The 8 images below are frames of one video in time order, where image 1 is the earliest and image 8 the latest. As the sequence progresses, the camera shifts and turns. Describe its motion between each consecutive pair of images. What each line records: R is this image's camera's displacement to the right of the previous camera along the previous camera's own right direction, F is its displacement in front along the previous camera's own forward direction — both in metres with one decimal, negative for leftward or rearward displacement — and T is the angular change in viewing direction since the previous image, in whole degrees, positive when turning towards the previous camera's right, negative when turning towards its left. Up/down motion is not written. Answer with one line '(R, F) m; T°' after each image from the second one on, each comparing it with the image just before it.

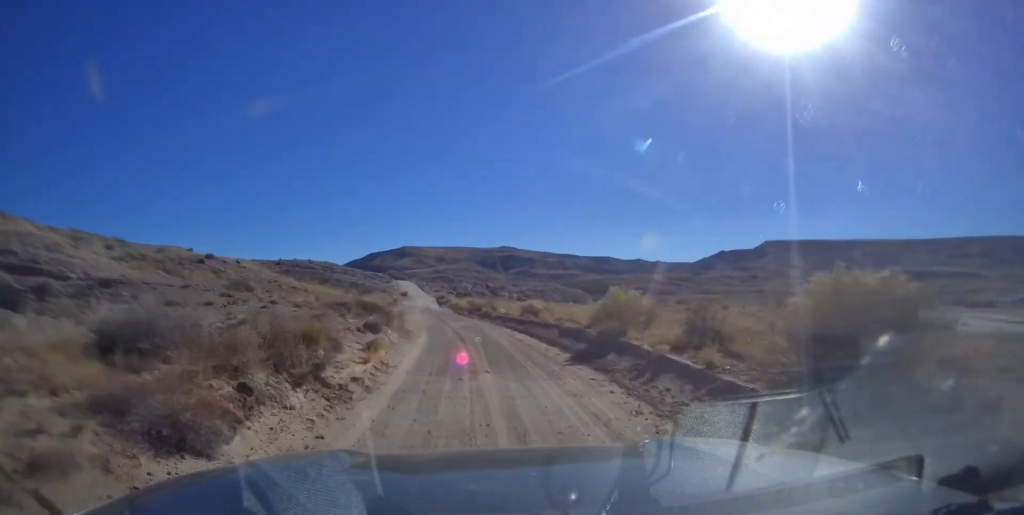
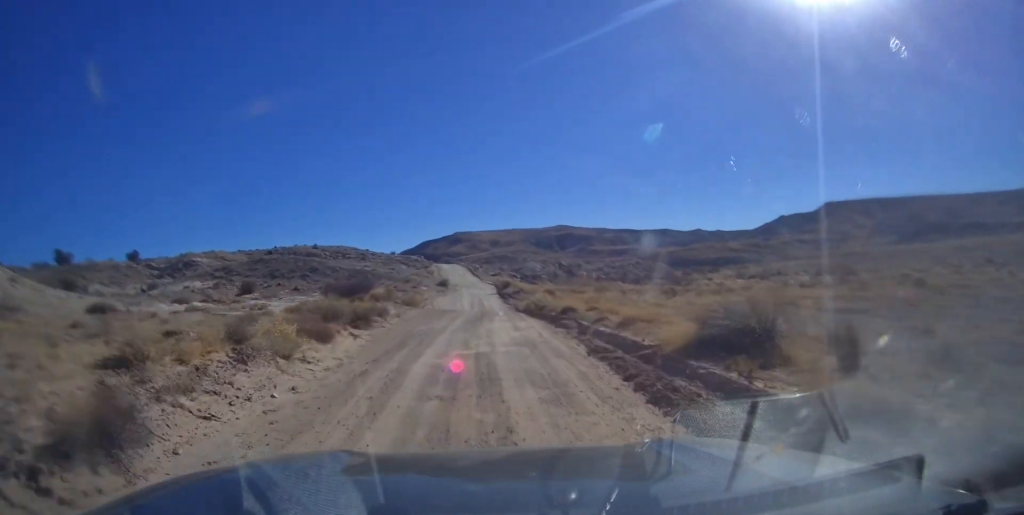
(-0.4, +42.3) m; -1°
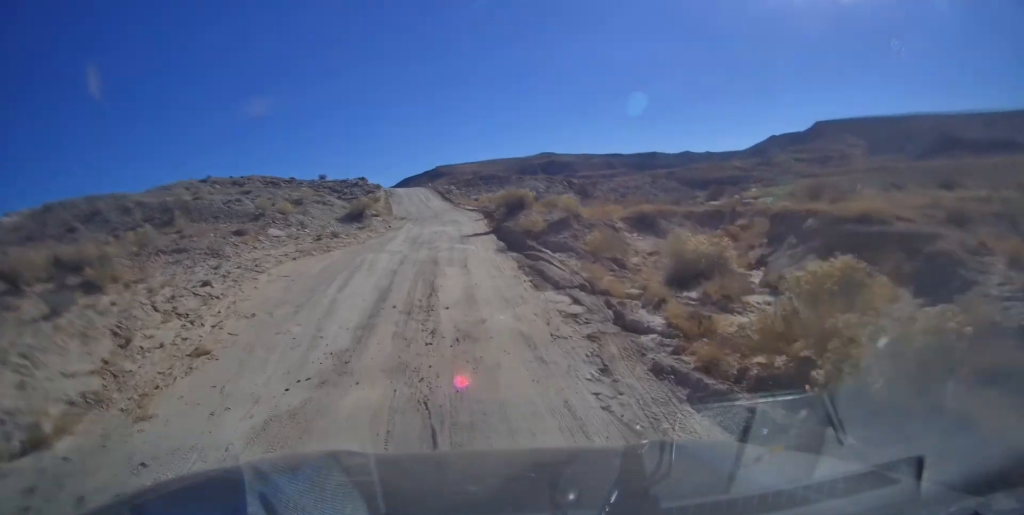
(-0.2, +43.6) m; -1°
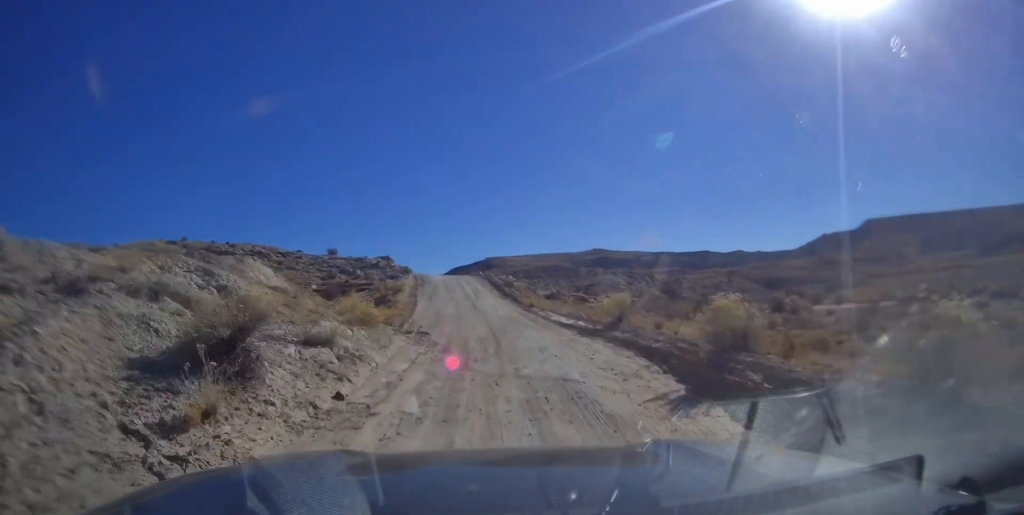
(-0.6, +25.5) m; -1°
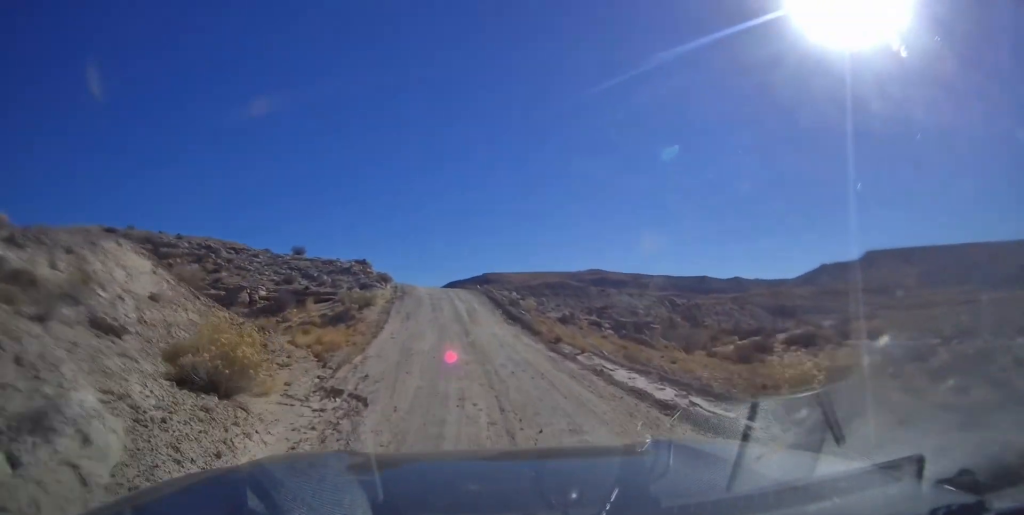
(+0.1, +9.9) m; 0°
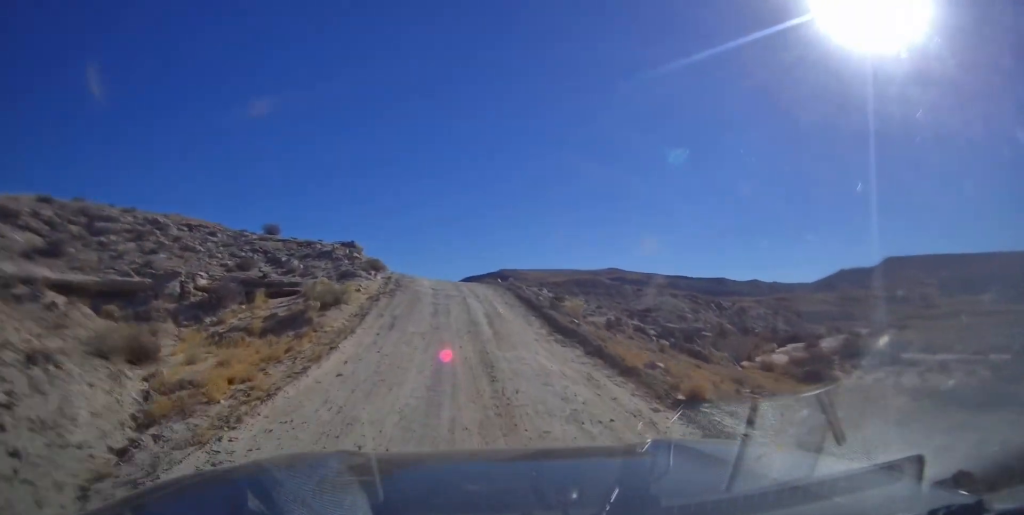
(+0.2, +9.8) m; 0°
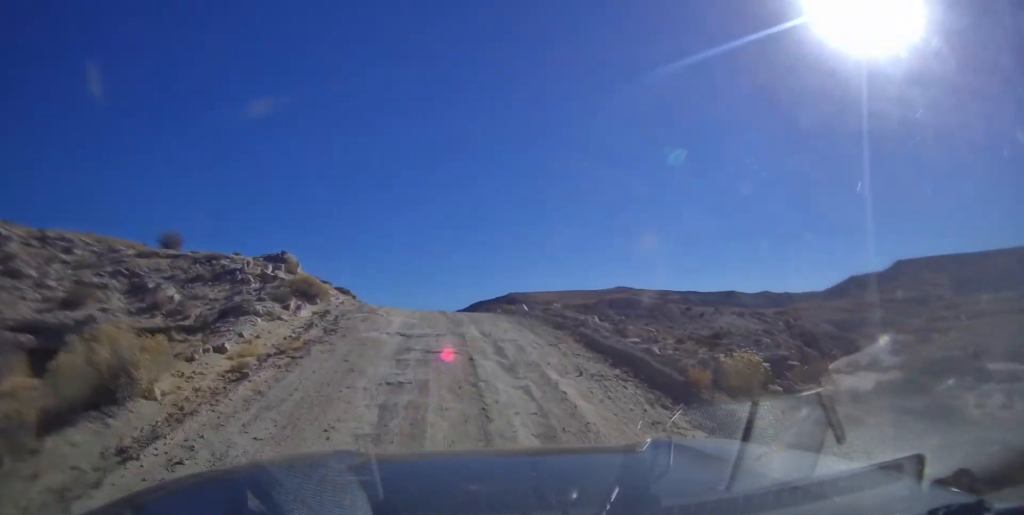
(-0.2, +13.5) m; -2°
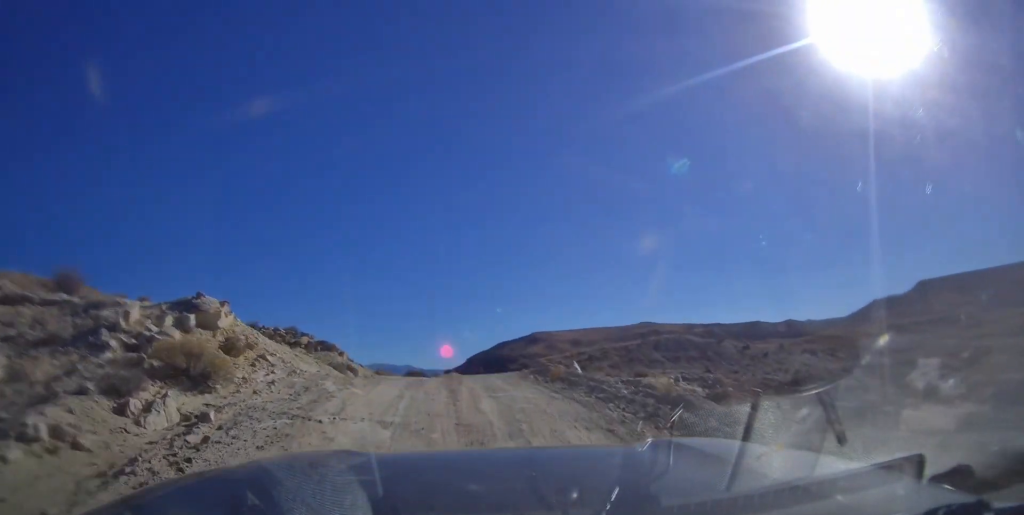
(+0.1, +8.4) m; -2°
